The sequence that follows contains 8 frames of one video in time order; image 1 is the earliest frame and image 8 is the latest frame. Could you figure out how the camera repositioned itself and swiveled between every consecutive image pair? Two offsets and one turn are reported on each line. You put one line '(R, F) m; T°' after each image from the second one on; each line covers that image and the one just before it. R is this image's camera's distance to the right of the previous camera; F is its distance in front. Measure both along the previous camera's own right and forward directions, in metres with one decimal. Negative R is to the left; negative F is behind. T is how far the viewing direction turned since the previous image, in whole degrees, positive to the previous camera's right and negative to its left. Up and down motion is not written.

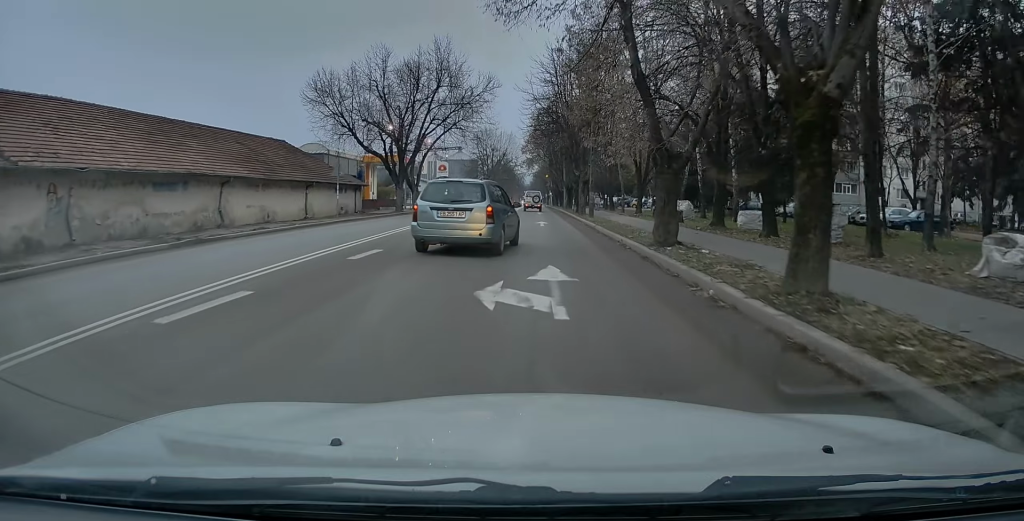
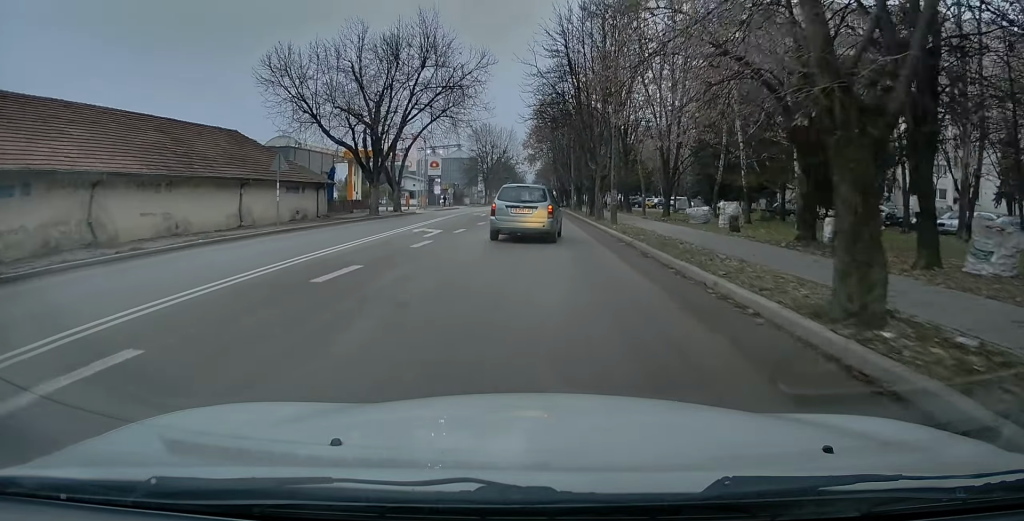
(-0.2, +8.4) m; -2°
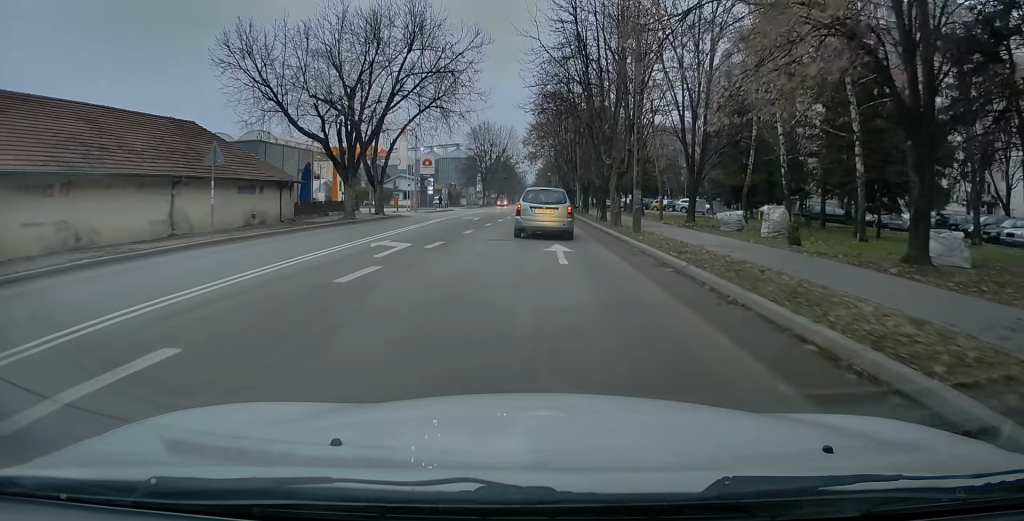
(-0.1, +5.4) m; 0°
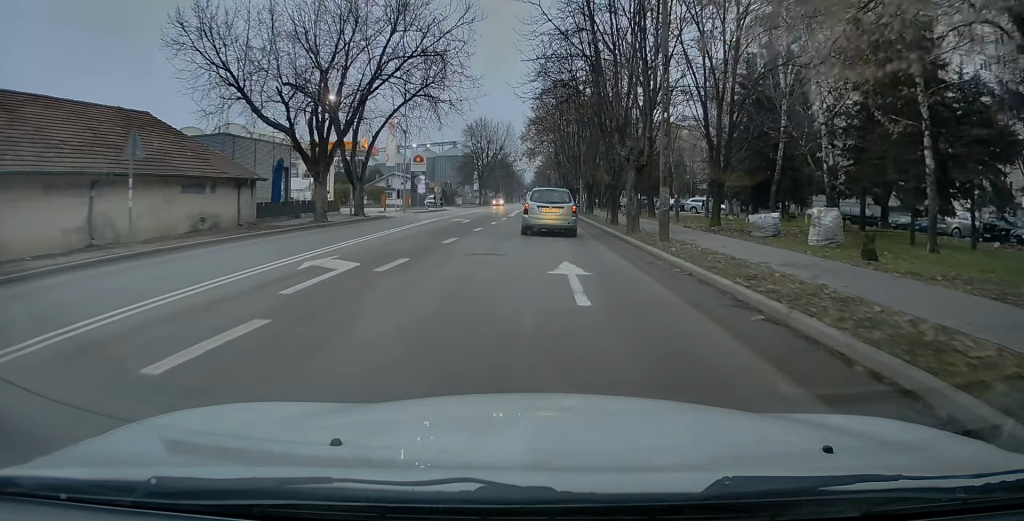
(0.0, +4.4) m; +1°
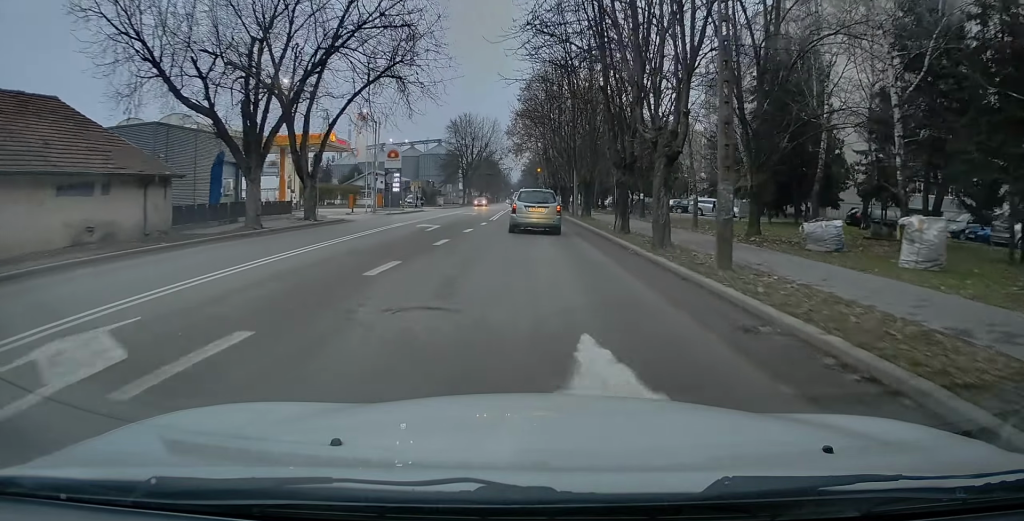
(0.0, +6.0) m; +1°
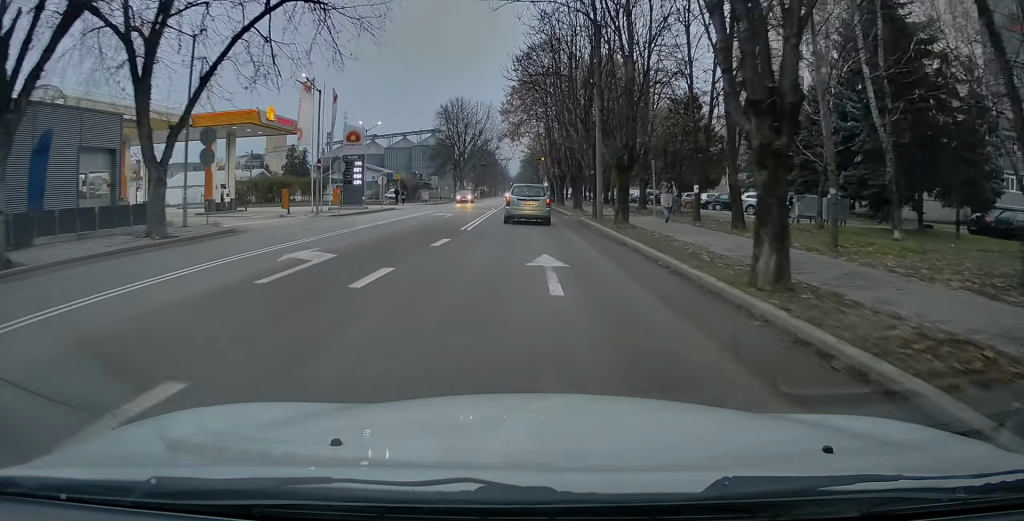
(+0.1, +12.9) m; +2°
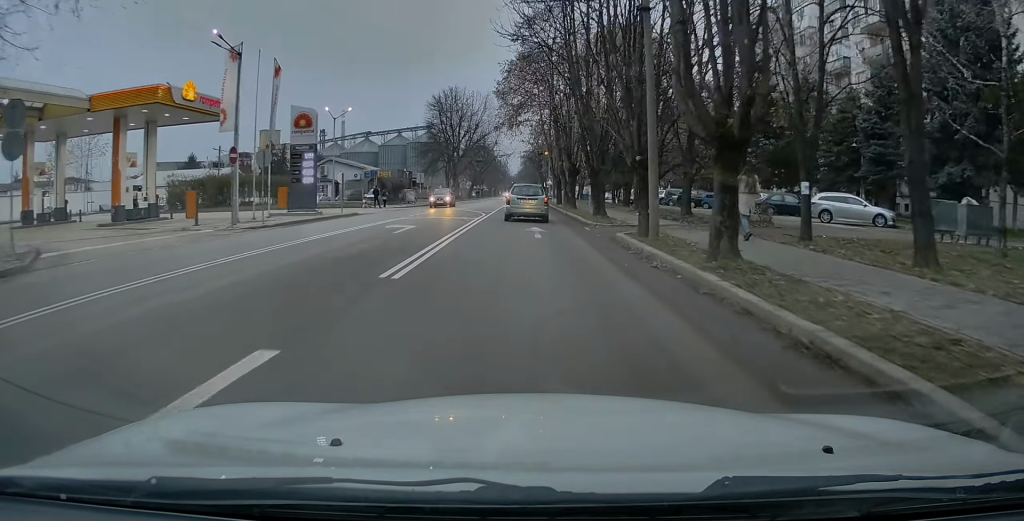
(+0.2, +10.6) m; +2°
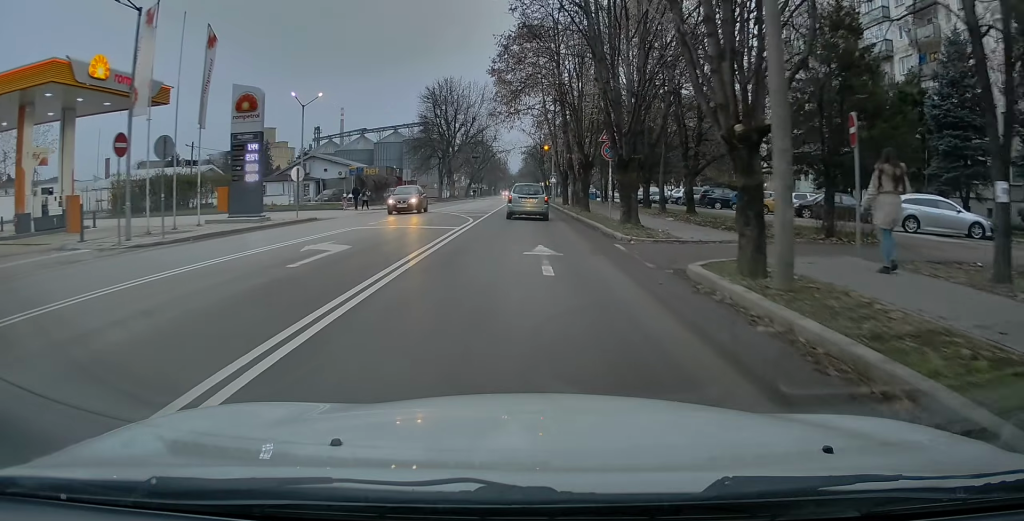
(+0.2, +7.6) m; +1°
